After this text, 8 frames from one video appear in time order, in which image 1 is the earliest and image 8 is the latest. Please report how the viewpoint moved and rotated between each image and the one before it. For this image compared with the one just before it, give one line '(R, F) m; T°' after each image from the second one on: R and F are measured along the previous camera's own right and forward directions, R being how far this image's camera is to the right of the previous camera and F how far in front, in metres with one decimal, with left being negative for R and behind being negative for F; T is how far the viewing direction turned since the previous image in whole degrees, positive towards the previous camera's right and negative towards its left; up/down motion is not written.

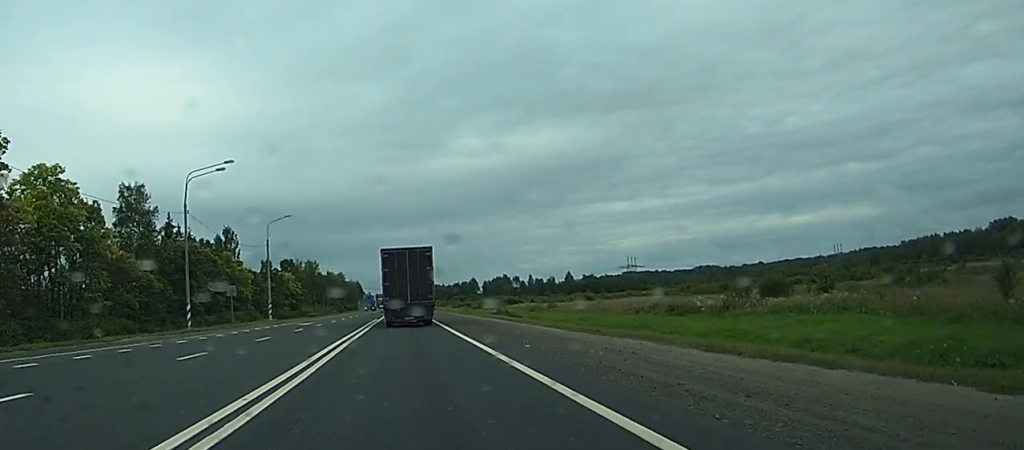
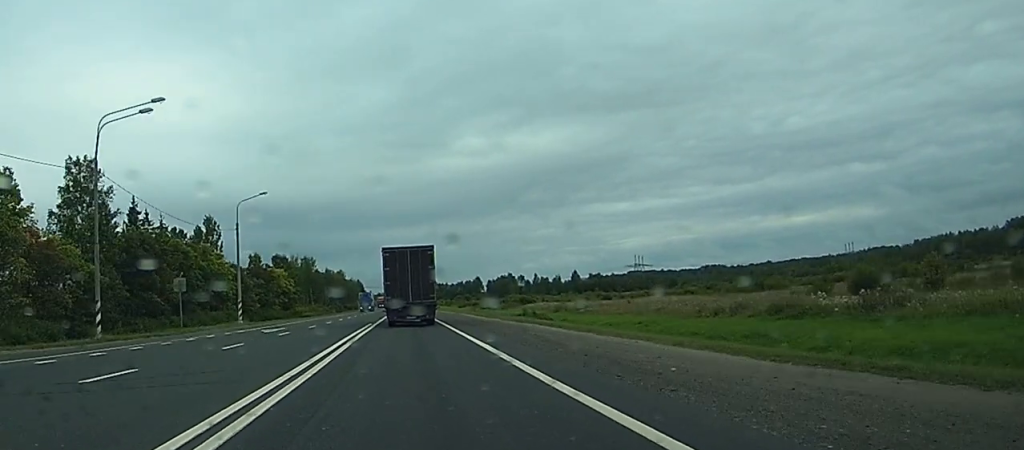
(-0.1, +18.6) m; 0°
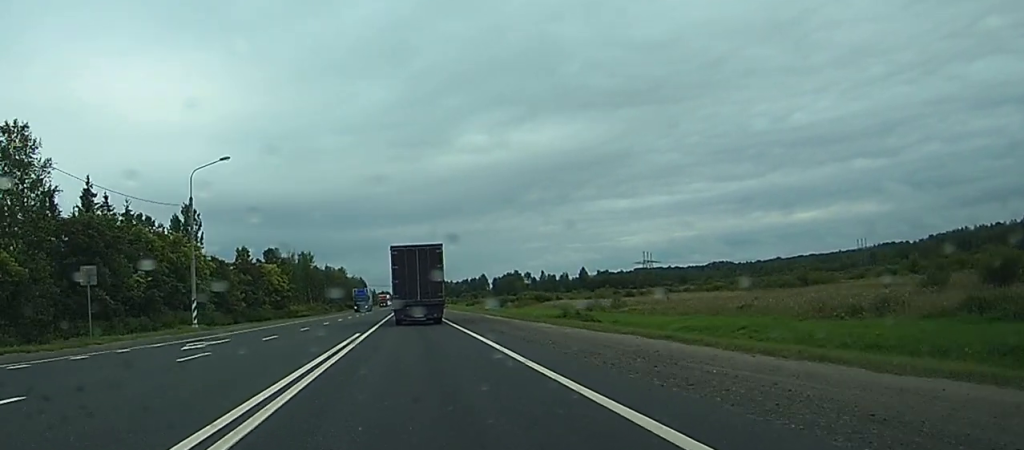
(0.0, +17.8) m; 0°
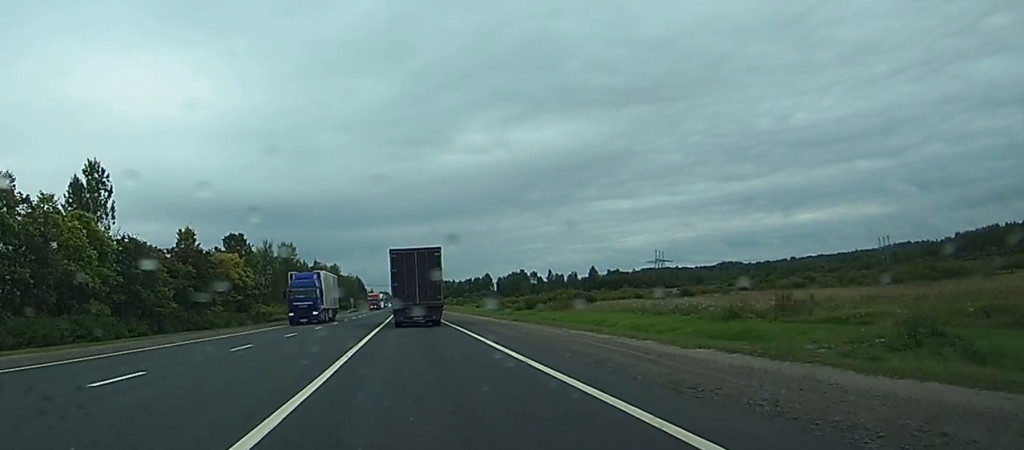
(-0.1, +42.2) m; 0°
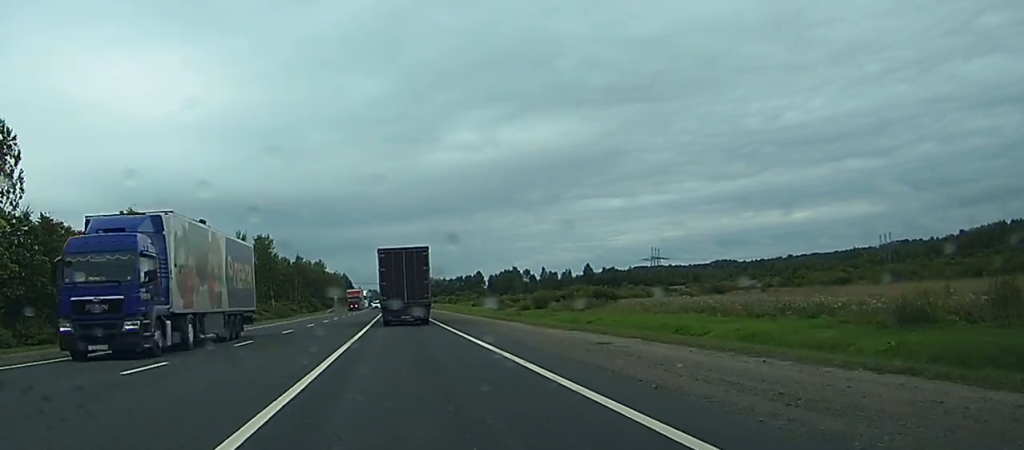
(0.0, +21.5) m; 0°
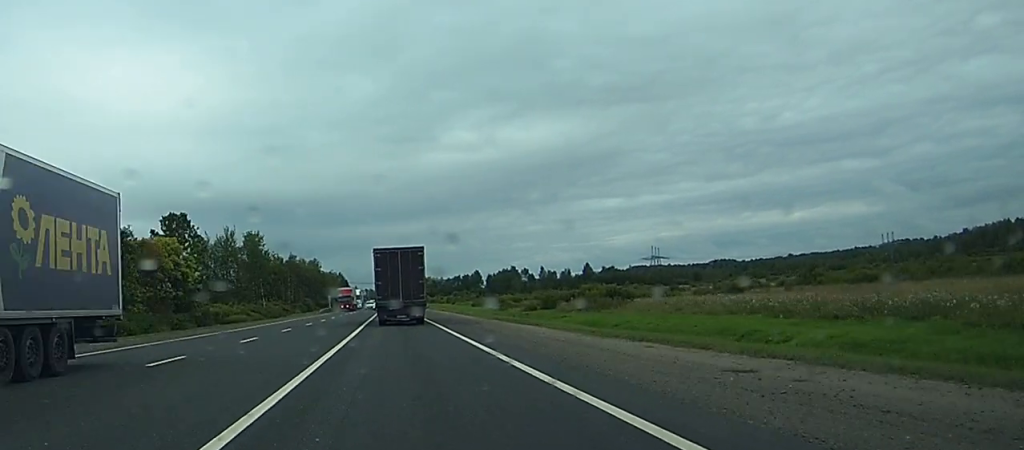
(0.0, +9.7) m; 0°
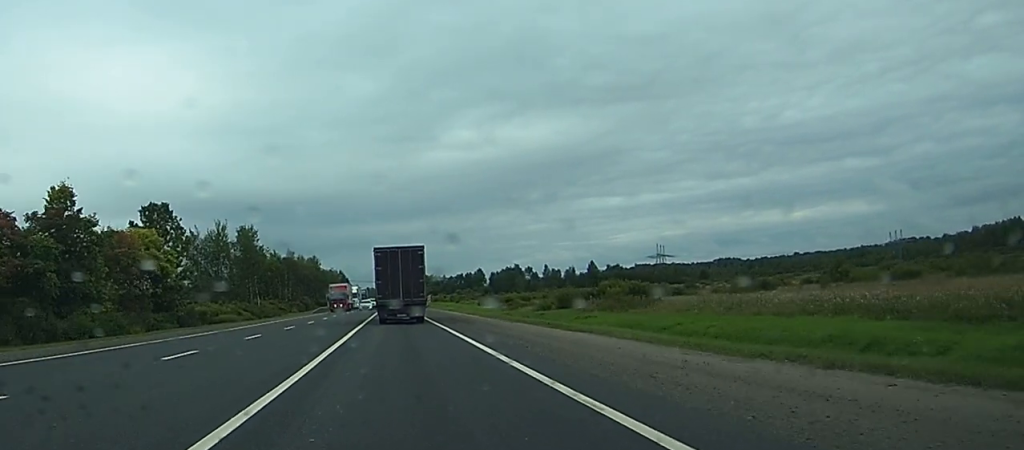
(0.0, +10.4) m; 0°
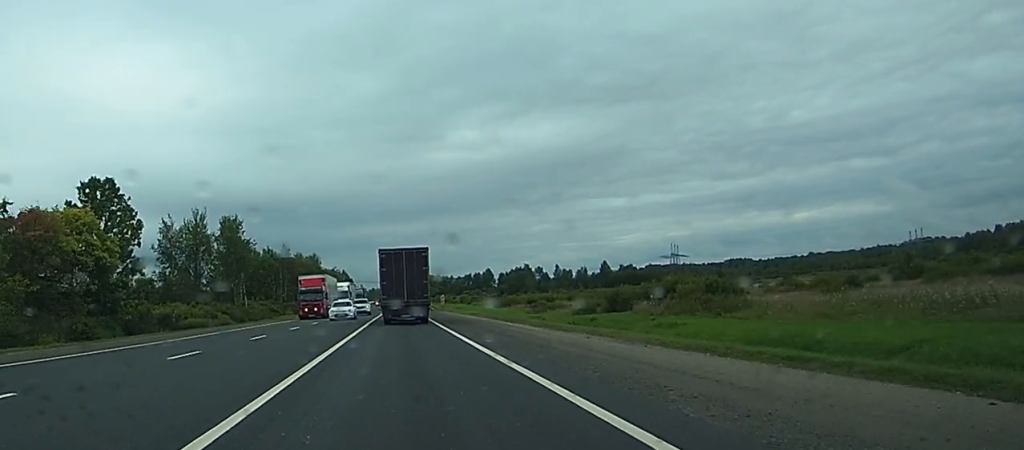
(-0.1, +23.2) m; 0°
